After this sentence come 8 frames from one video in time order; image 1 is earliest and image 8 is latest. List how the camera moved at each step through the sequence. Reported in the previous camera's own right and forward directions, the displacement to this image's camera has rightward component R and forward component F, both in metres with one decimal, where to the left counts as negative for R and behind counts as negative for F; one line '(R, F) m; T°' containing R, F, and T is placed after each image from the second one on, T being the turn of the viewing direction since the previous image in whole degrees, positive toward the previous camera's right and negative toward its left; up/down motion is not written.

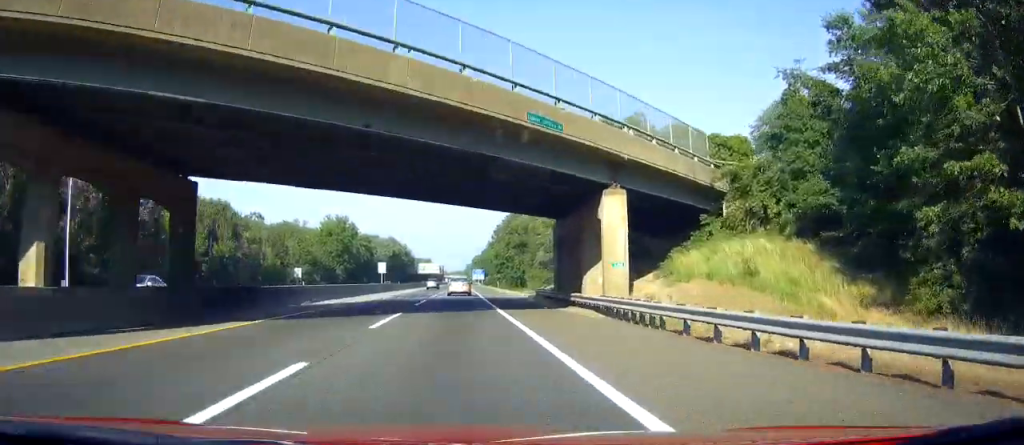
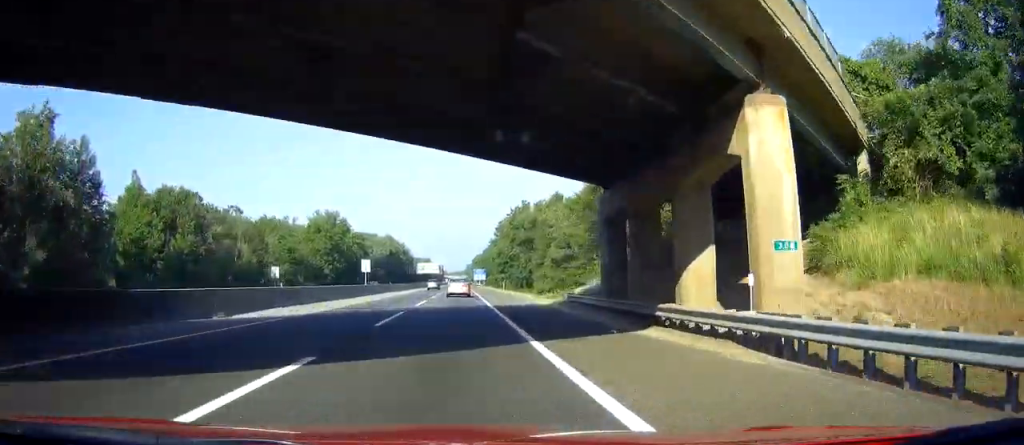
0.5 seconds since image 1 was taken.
(+0.2, +14.0) m; 0°
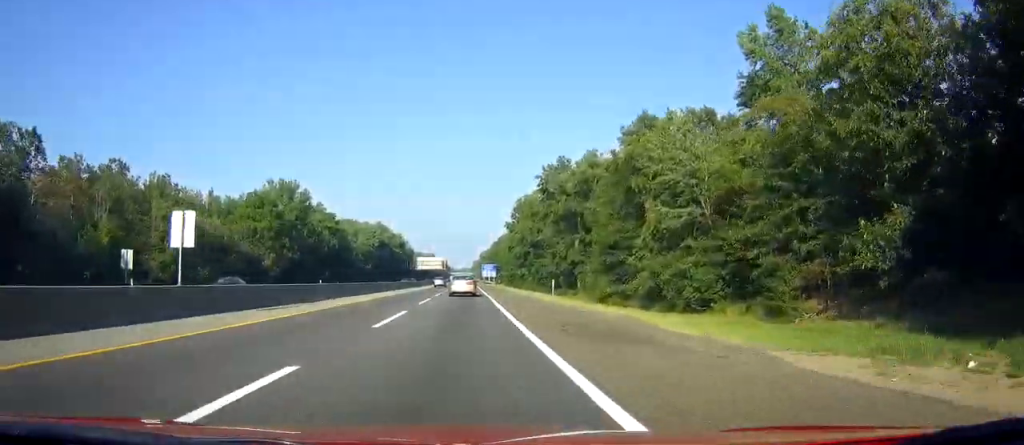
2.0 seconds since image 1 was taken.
(-0.5, +47.3) m; 0°
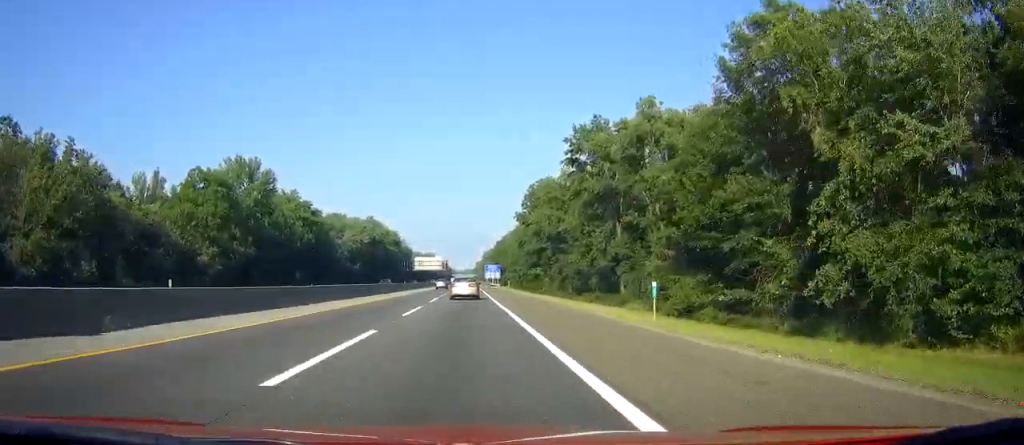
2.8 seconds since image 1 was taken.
(+0.2, +24.3) m; 0°
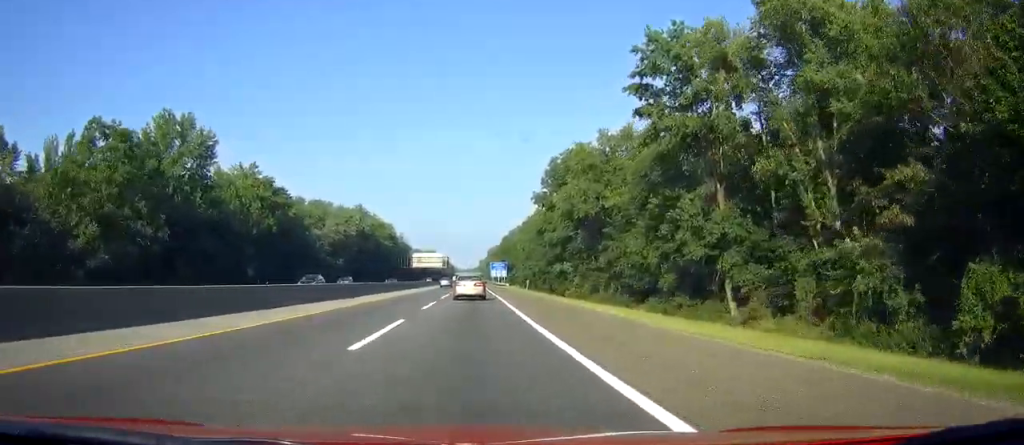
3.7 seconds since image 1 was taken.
(-0.3, +26.4) m; -1°
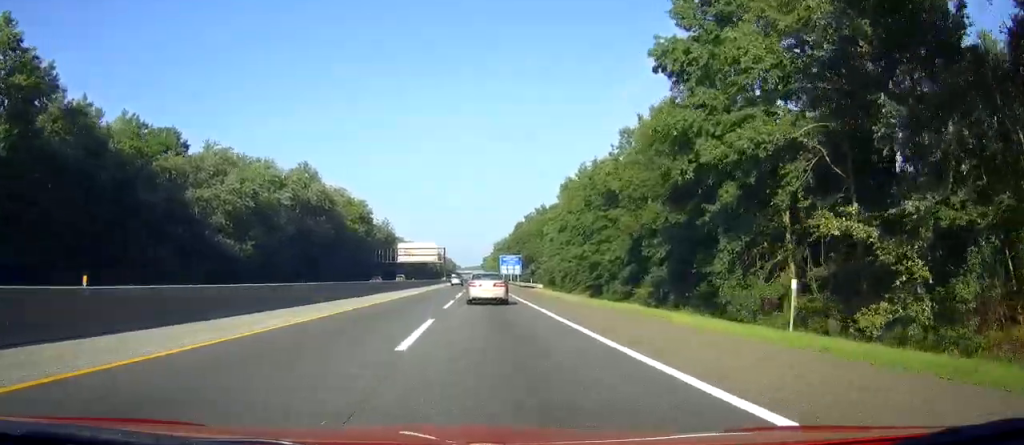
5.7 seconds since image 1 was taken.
(0.0, +61.4) m; 0°
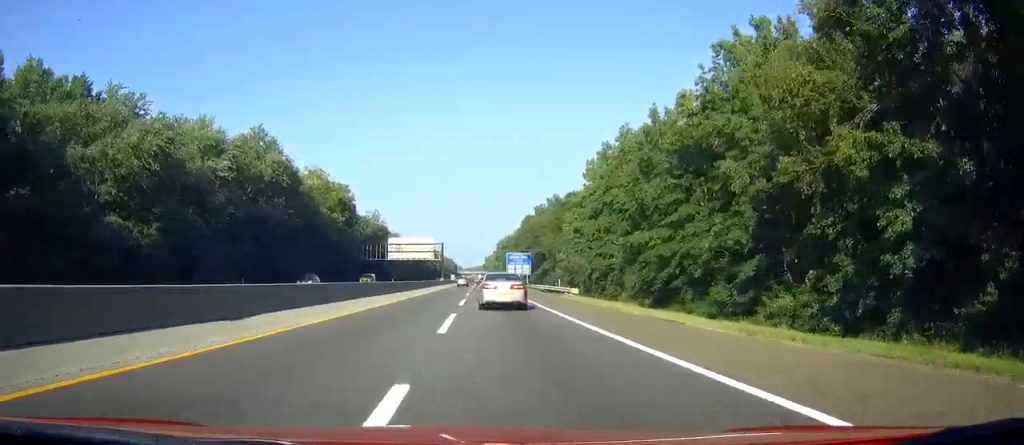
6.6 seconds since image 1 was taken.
(0.0, +26.8) m; 0°
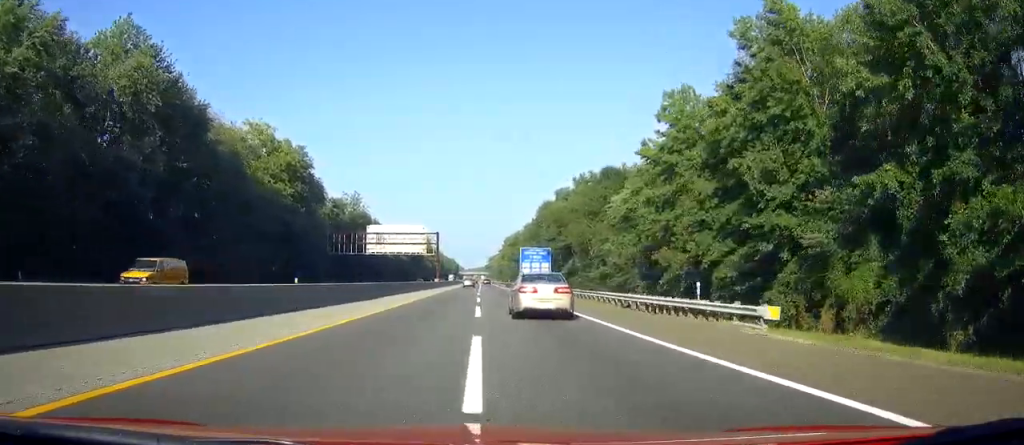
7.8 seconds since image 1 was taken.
(0.0, +39.4) m; 0°
